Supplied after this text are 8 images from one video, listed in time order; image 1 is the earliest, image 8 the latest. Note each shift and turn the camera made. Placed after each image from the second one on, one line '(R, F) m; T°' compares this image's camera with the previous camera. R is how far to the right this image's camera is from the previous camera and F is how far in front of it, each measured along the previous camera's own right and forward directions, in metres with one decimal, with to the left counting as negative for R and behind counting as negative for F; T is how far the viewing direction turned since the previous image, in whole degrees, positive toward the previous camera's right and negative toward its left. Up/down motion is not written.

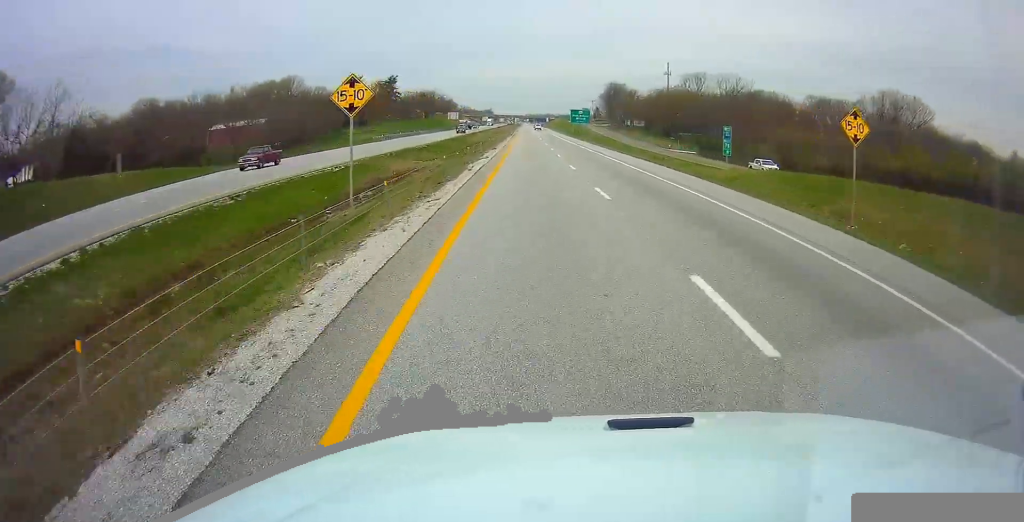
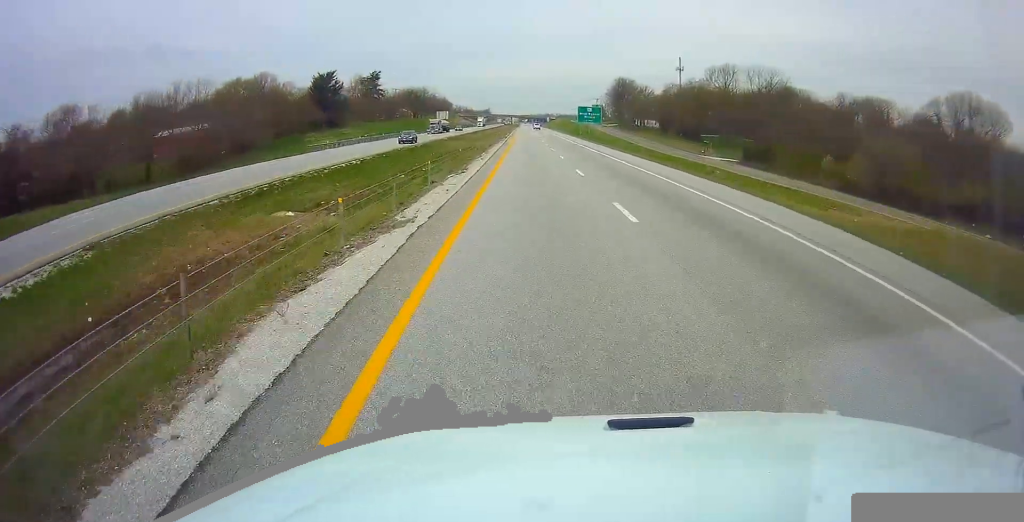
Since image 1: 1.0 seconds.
(0.0, +28.5) m; 0°
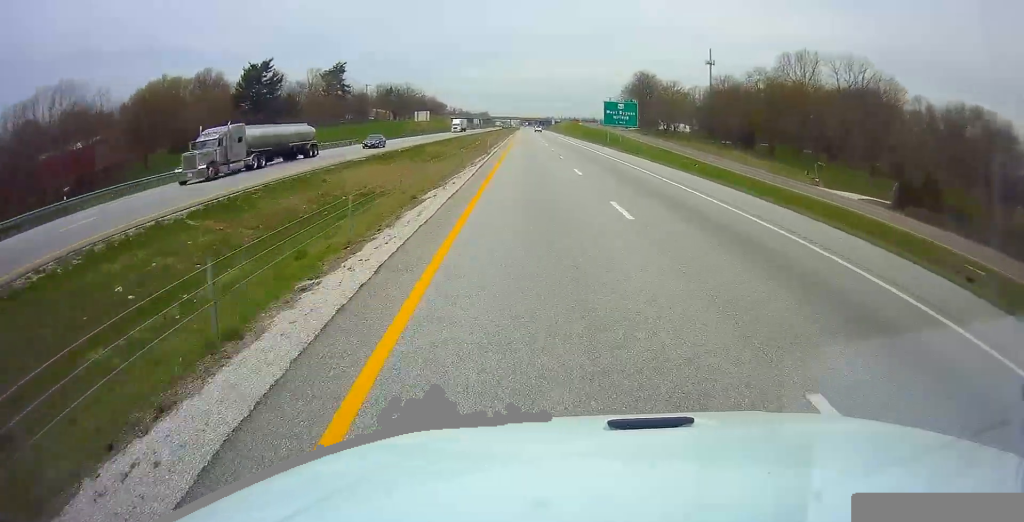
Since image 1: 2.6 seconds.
(0.0, +48.0) m; 0°
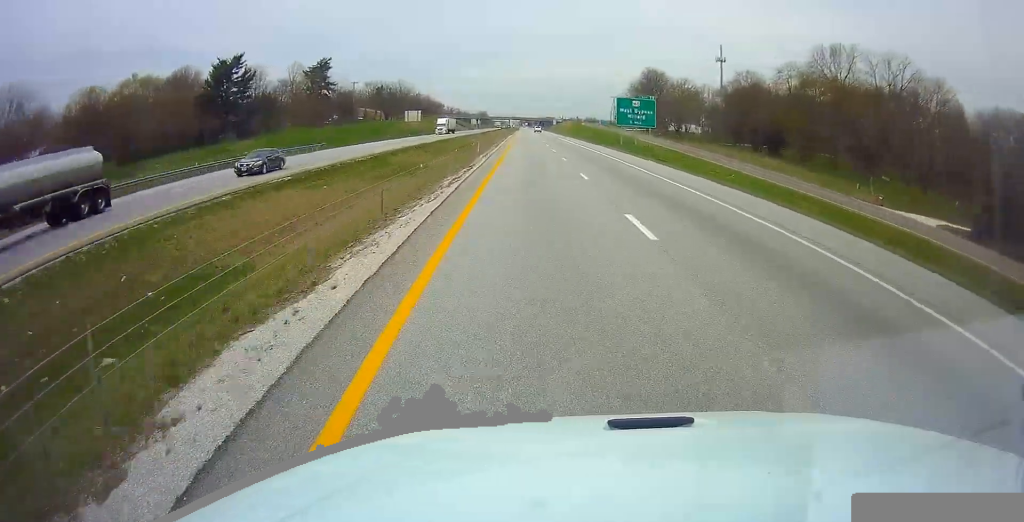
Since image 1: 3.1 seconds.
(0.0, +14.6) m; 0°
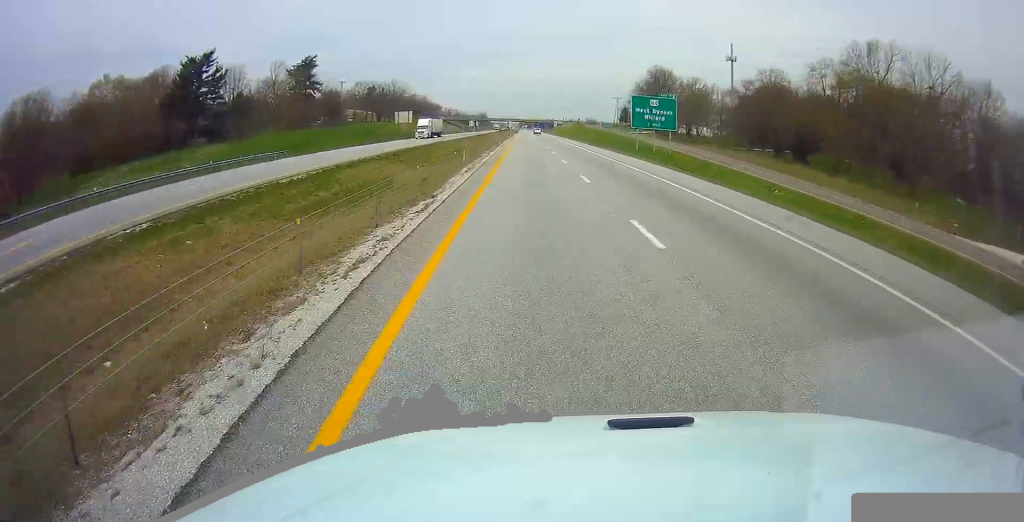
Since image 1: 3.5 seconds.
(0.0, +12.7) m; 0°
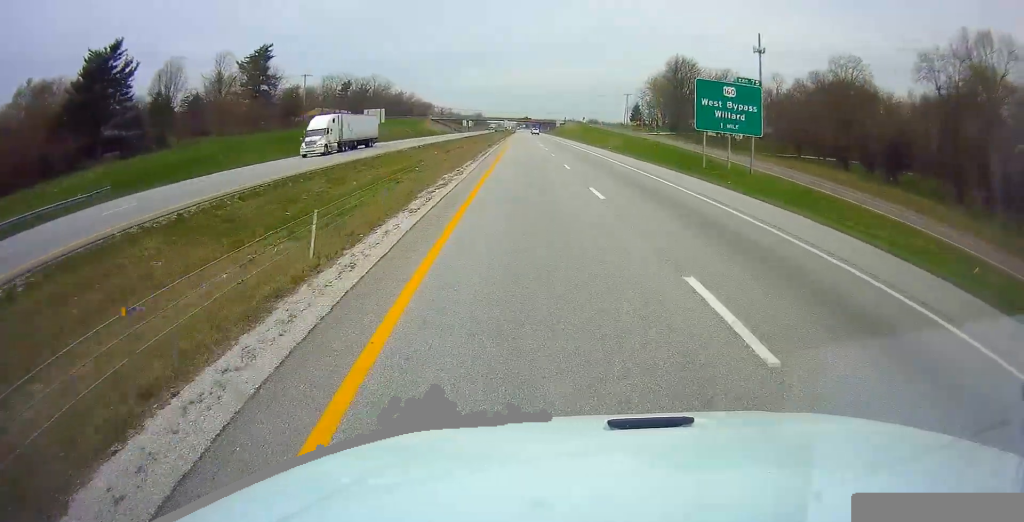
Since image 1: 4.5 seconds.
(0.0, +29.3) m; 0°
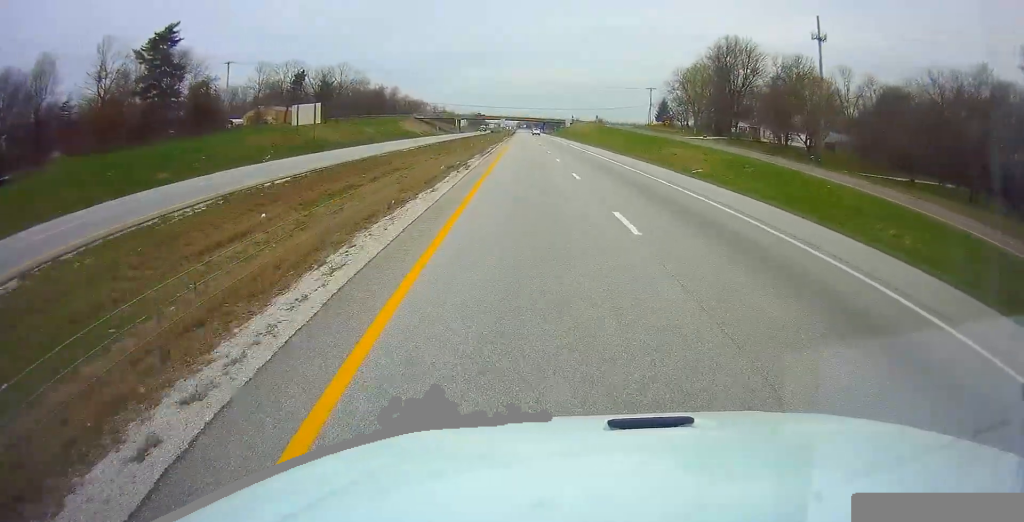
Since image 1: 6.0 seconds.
(0.0, +42.0) m; 0°
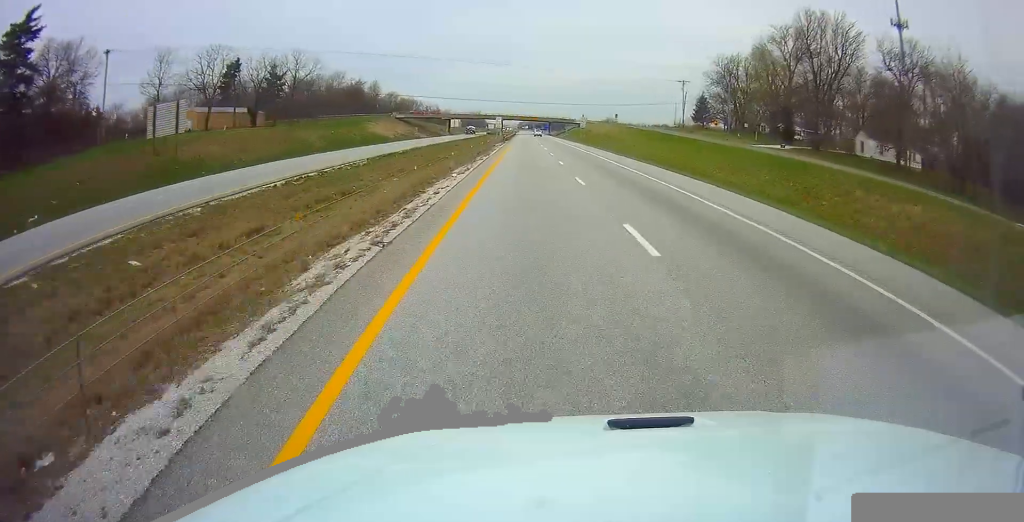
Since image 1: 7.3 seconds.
(0.0, +38.0) m; 0°
